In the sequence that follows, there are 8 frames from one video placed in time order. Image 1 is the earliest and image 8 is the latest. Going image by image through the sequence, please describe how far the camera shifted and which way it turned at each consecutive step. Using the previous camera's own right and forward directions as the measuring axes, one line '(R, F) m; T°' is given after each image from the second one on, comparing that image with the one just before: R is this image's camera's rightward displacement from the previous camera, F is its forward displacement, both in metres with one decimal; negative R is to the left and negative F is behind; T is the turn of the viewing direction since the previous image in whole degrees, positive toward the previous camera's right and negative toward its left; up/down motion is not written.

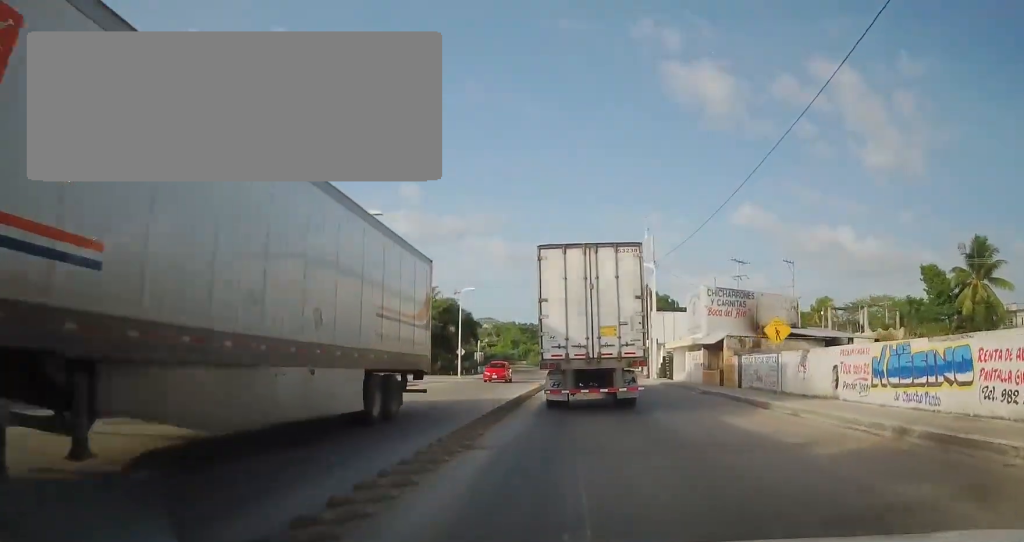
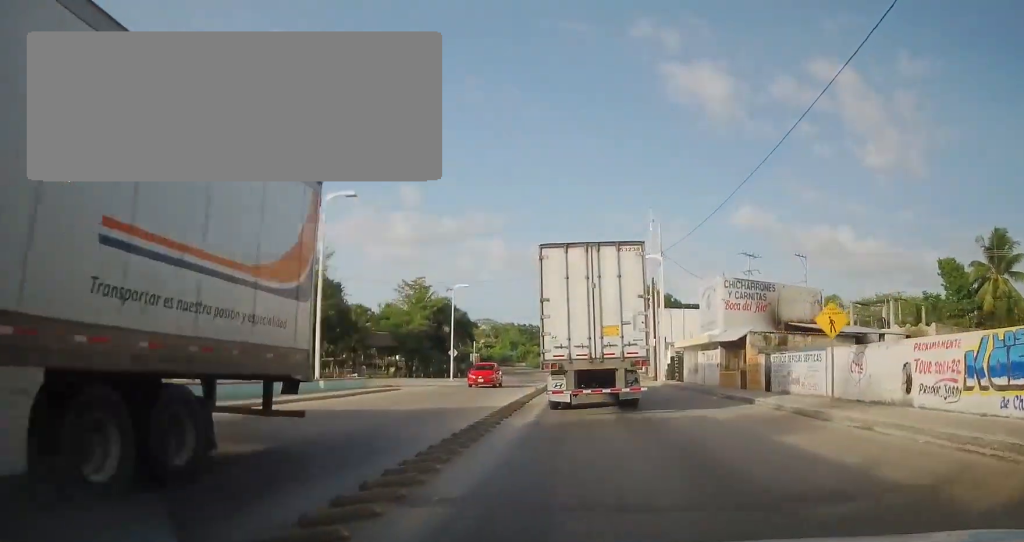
(0.0, +3.9) m; -1°
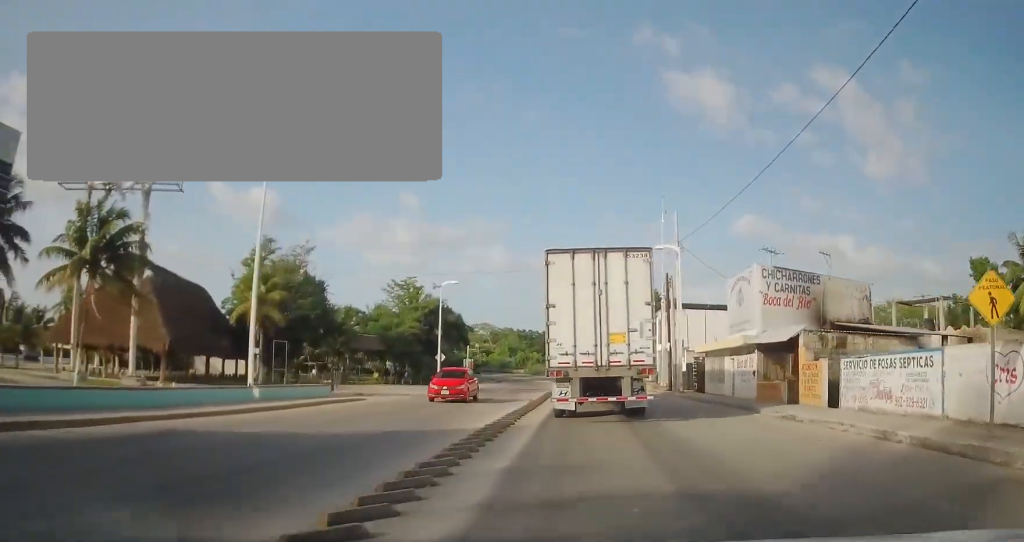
(-0.1, +5.9) m; +1°
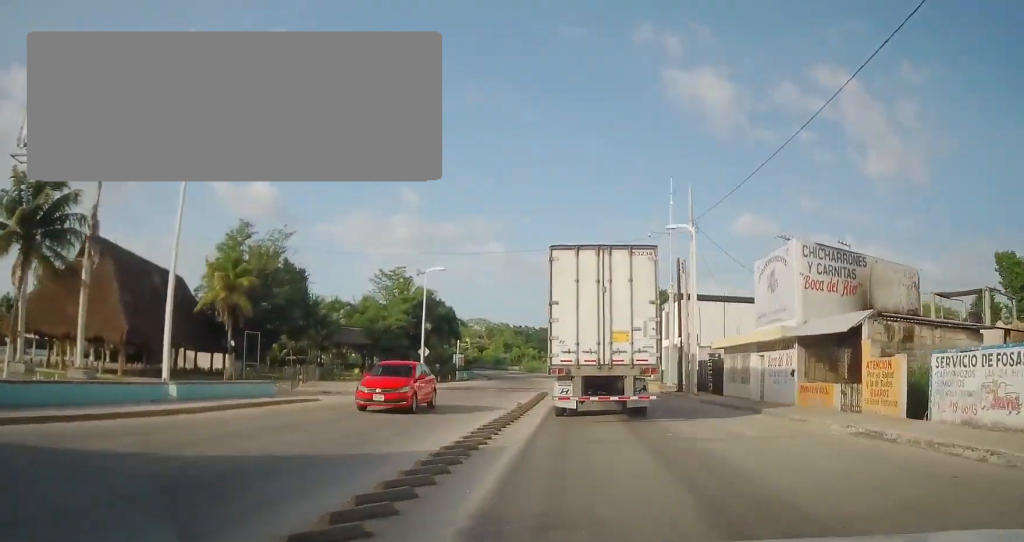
(-0.1, +4.7) m; +2°
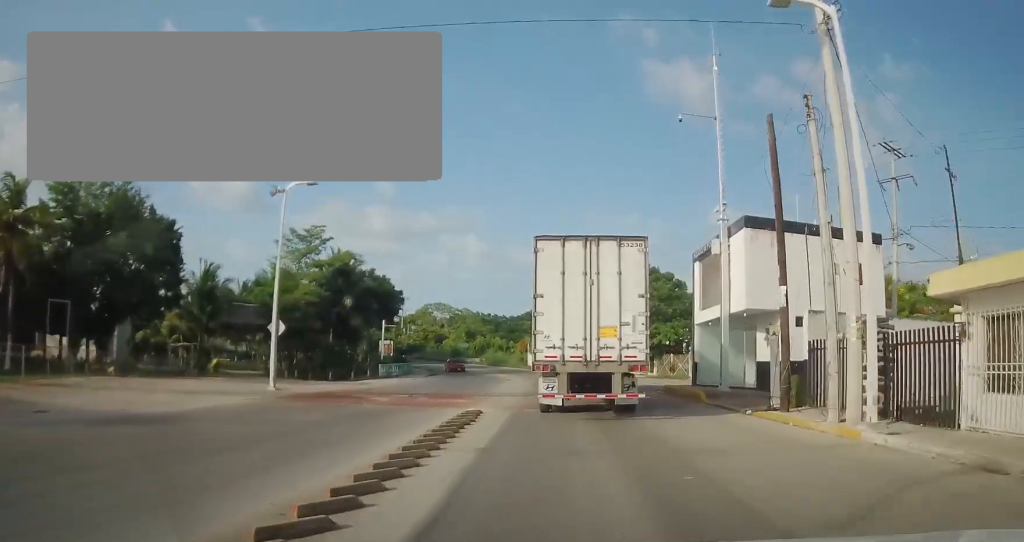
(+1.3, +19.7) m; 0°
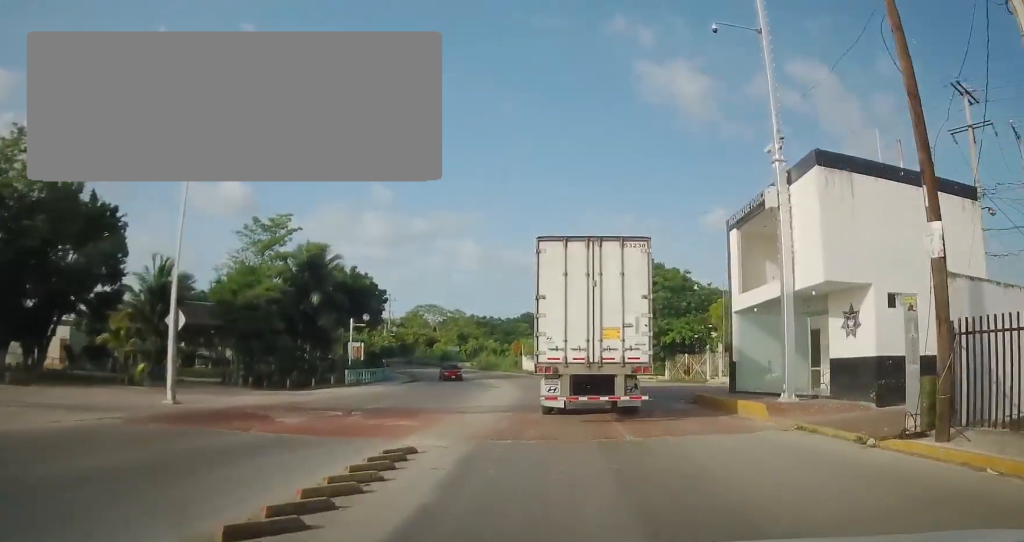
(-0.4, +6.9) m; -2°
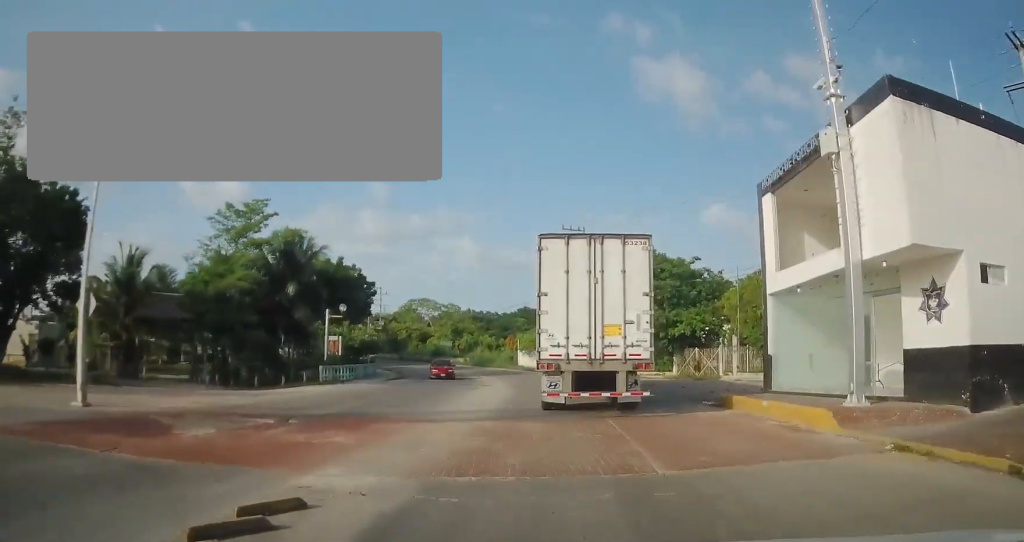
(-0.1, +4.1) m; +3°
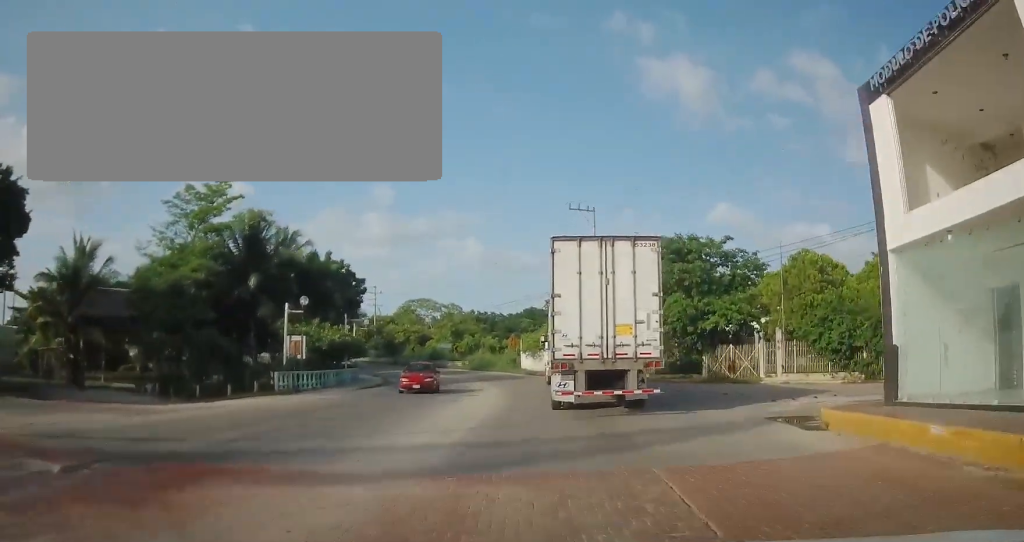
(+0.4, +6.9) m; 0°
